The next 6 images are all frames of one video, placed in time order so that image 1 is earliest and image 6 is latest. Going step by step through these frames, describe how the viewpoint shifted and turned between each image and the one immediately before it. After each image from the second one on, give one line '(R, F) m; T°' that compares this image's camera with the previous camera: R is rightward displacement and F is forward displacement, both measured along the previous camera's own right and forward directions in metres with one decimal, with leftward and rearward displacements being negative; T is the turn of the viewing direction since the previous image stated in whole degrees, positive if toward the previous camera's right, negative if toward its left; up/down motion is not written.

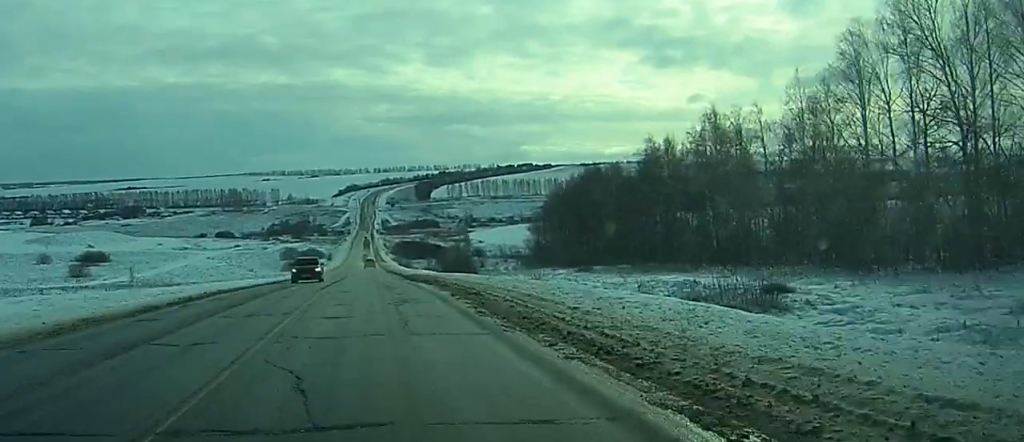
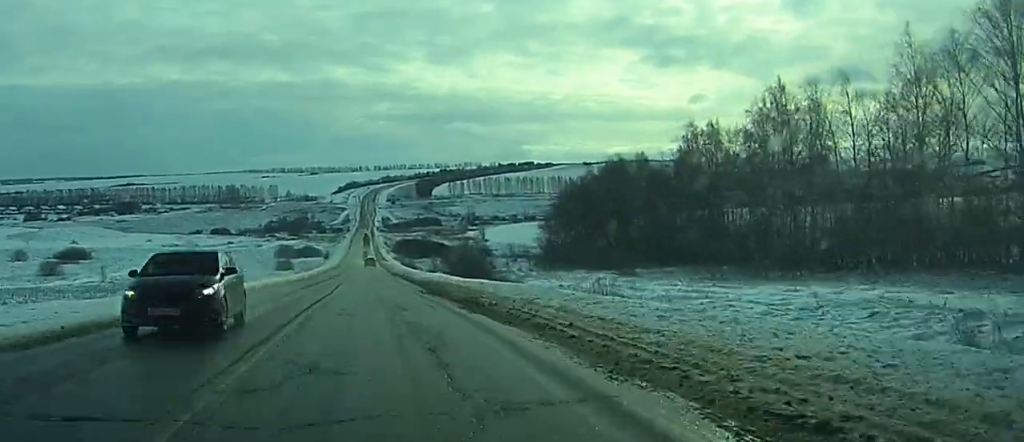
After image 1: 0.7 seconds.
(0.0, +18.2) m; 0°
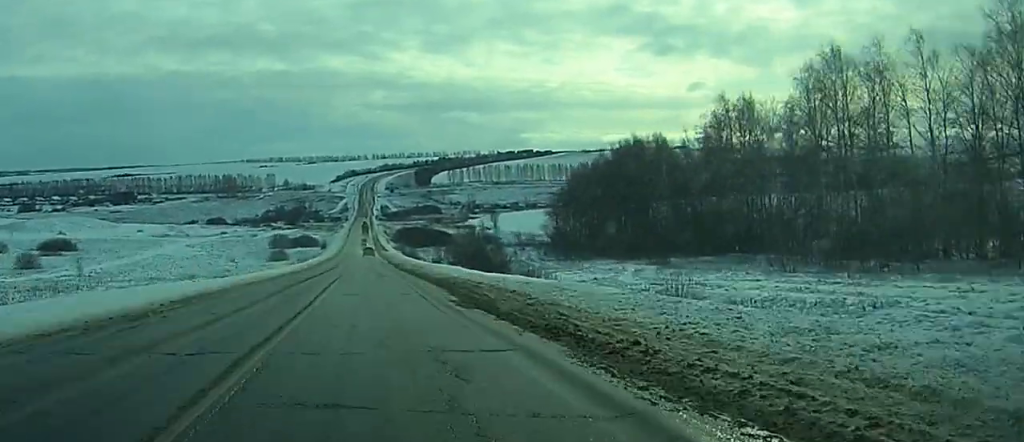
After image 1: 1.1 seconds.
(0.0, +11.9) m; 0°
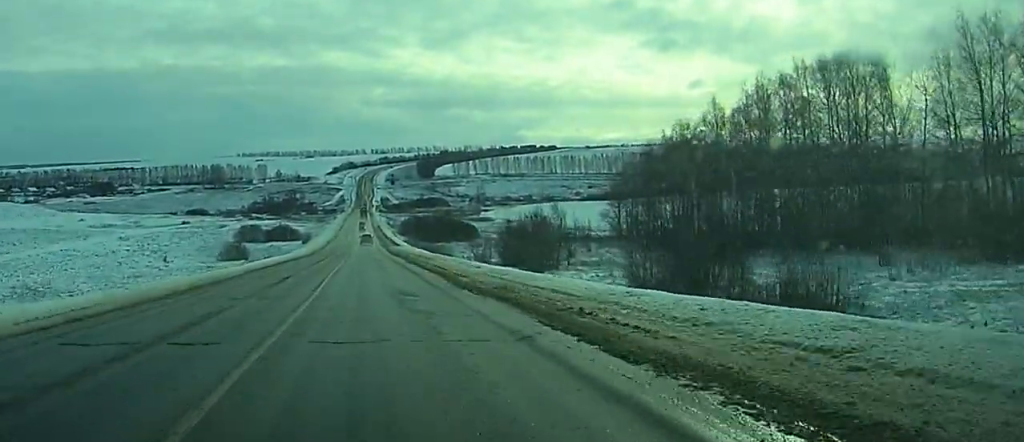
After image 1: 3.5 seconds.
(+0.1, +65.9) m; 0°
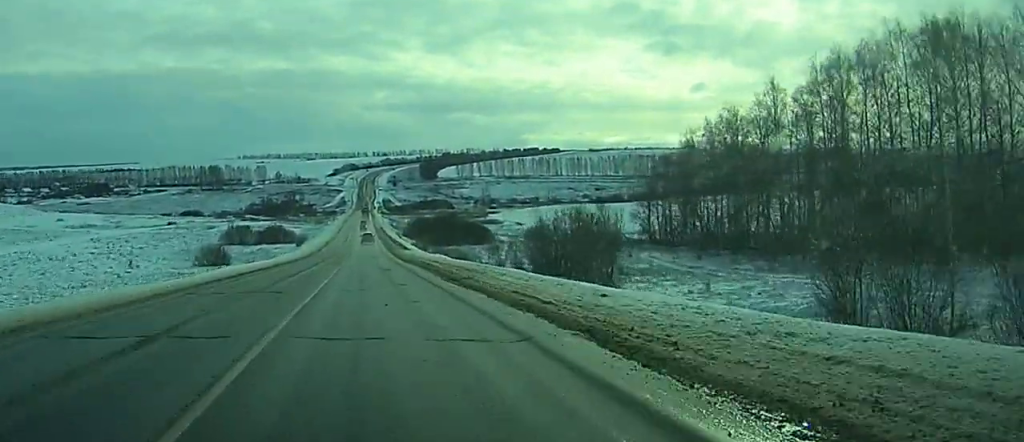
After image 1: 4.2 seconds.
(+0.2, +19.8) m; -1°
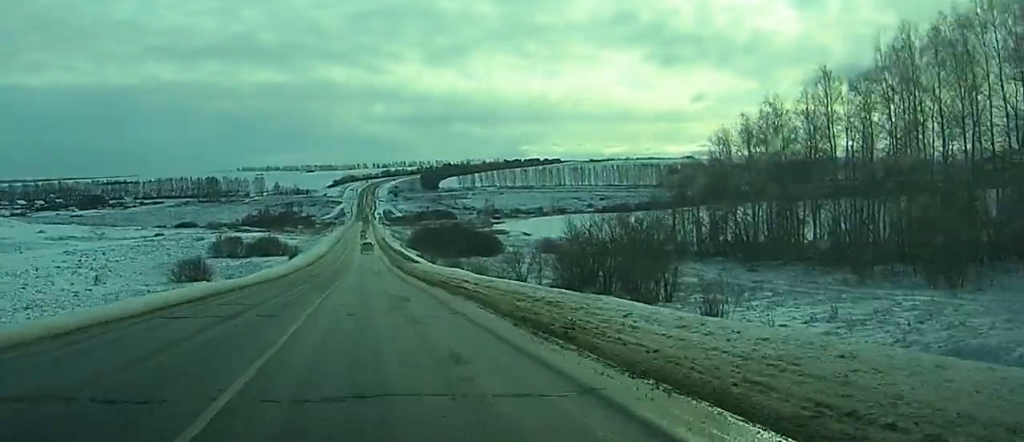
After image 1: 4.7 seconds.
(-0.4, +14.3) m; 0°
